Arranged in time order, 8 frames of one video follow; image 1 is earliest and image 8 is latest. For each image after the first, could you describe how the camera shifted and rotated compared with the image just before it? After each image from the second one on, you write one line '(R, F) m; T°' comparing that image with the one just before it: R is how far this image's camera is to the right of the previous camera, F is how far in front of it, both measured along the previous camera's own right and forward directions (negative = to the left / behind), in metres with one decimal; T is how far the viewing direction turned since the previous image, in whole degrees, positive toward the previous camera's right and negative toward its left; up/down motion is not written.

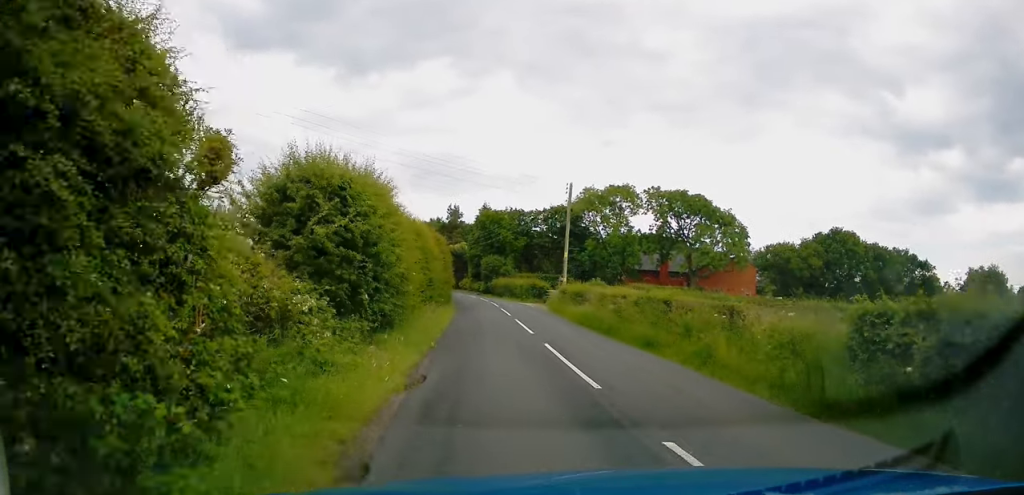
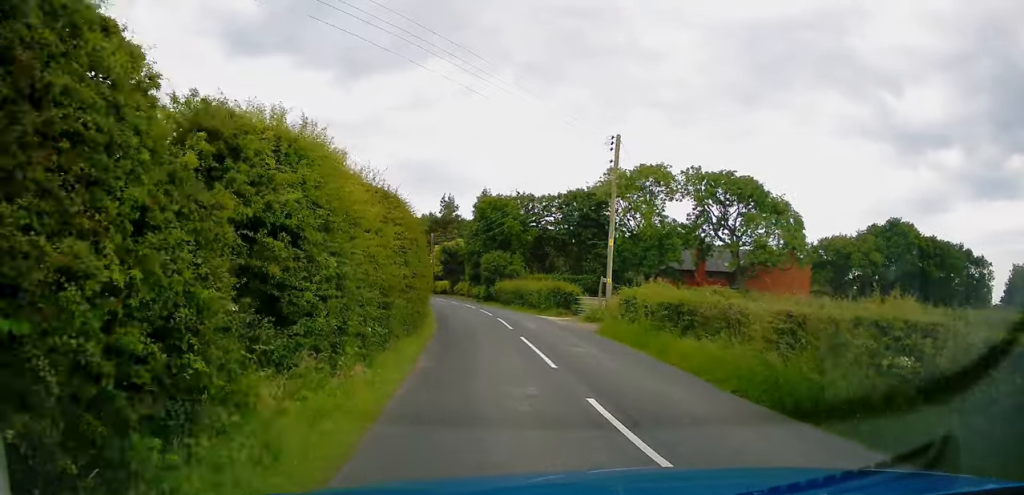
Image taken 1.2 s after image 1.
(+0.2, +15.4) m; 0°
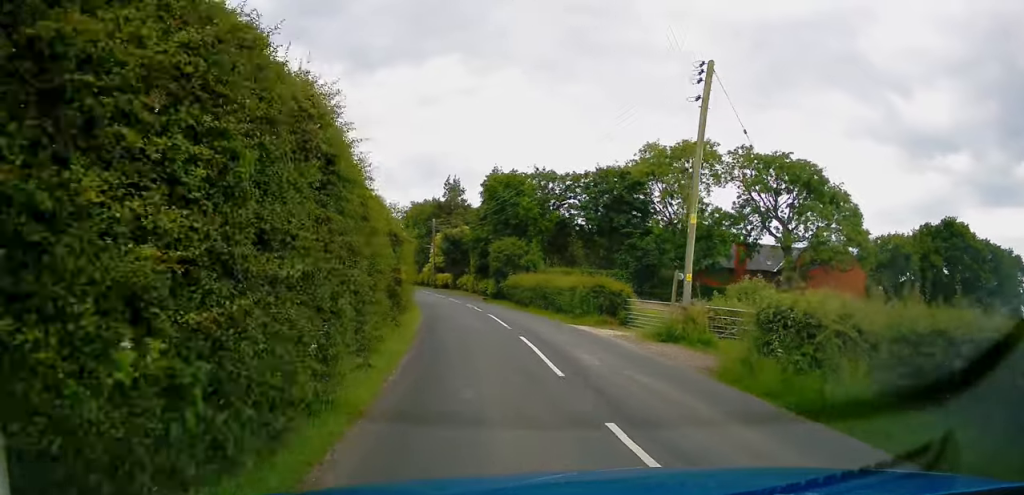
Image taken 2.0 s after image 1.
(-0.1, +10.6) m; -1°
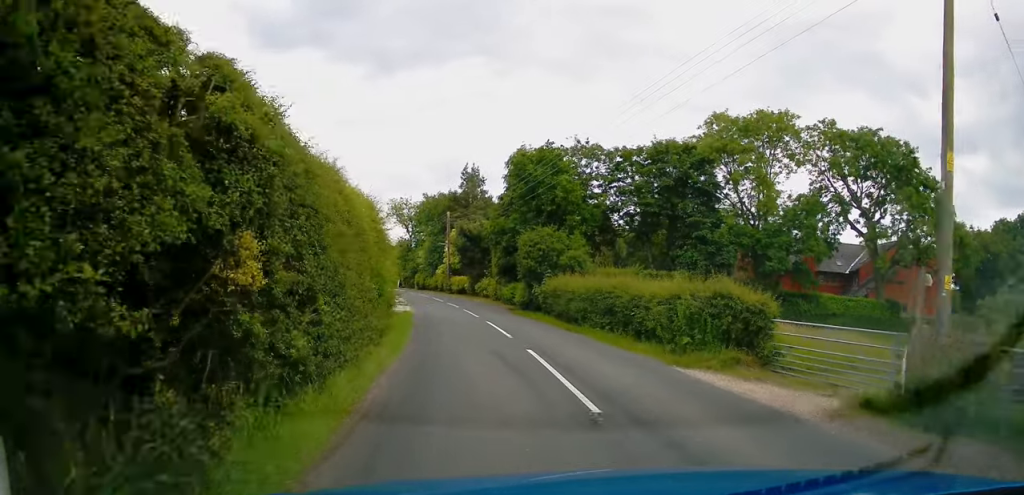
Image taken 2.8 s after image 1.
(-0.2, +10.9) m; -2°
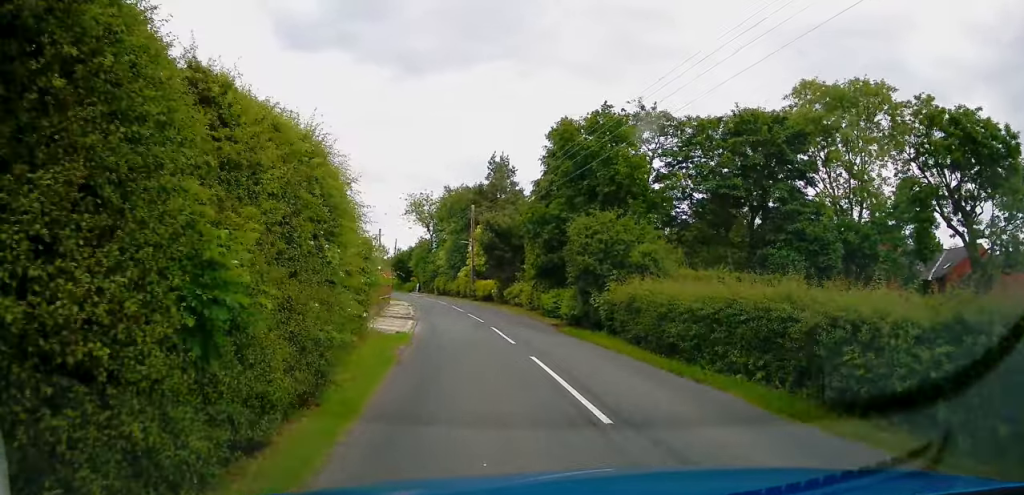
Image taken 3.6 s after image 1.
(-0.2, +9.1) m; -2°
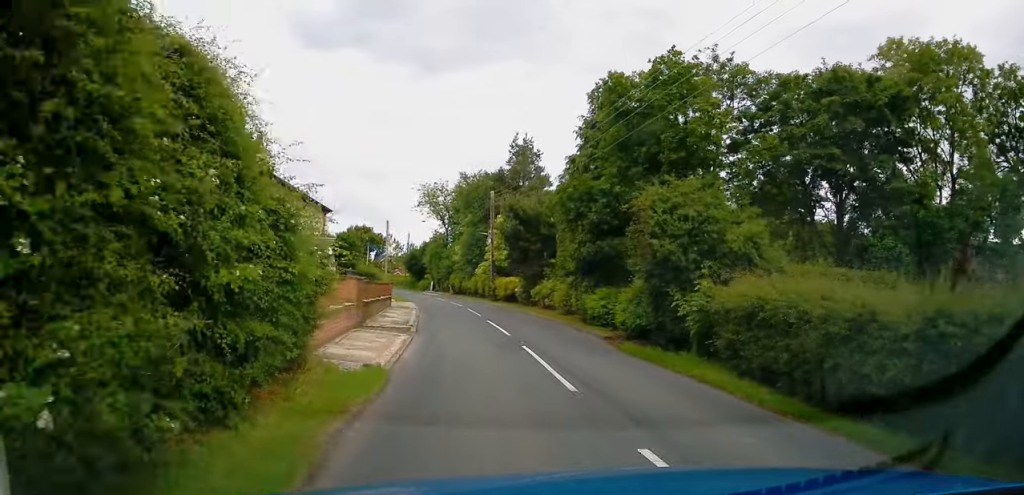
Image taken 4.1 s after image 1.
(-0.1, +6.9) m; -1°
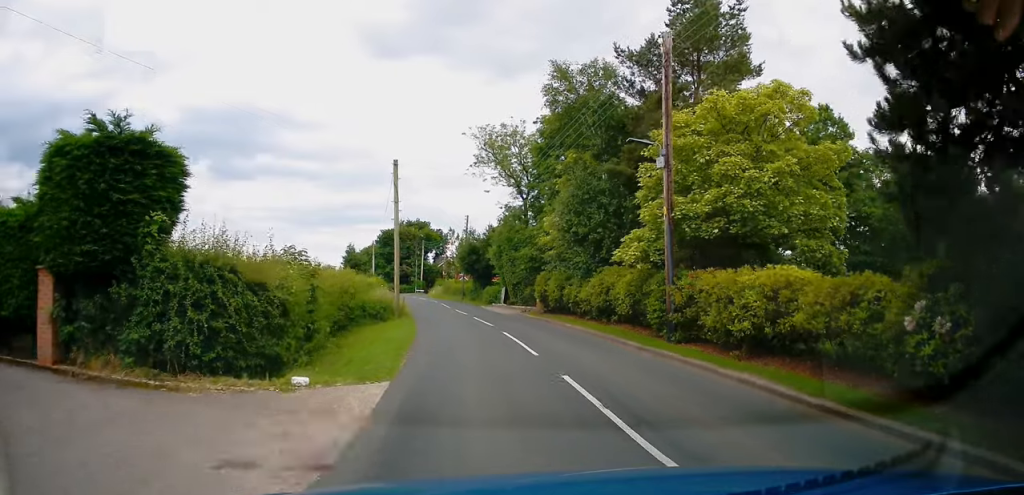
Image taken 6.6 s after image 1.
(-2.1, +30.4) m; -9°
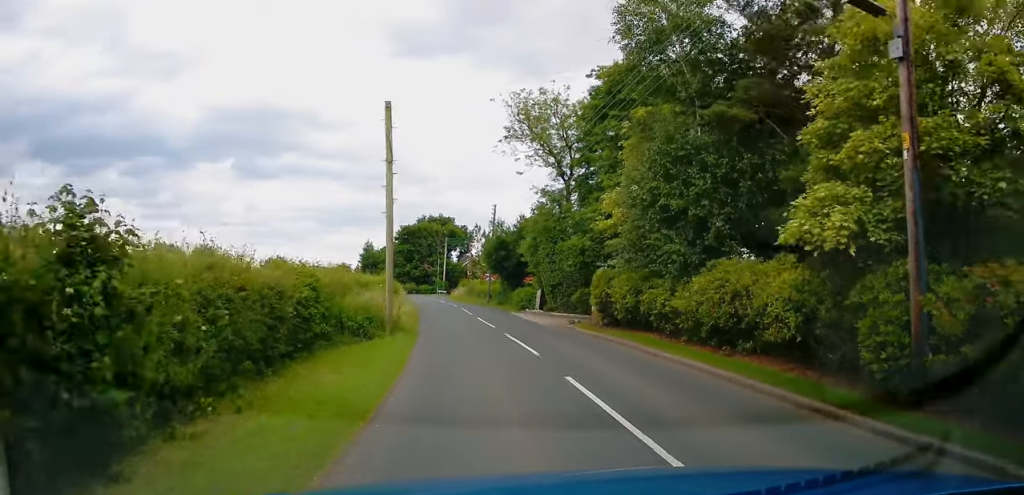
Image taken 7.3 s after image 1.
(-0.1, +8.8) m; -2°
